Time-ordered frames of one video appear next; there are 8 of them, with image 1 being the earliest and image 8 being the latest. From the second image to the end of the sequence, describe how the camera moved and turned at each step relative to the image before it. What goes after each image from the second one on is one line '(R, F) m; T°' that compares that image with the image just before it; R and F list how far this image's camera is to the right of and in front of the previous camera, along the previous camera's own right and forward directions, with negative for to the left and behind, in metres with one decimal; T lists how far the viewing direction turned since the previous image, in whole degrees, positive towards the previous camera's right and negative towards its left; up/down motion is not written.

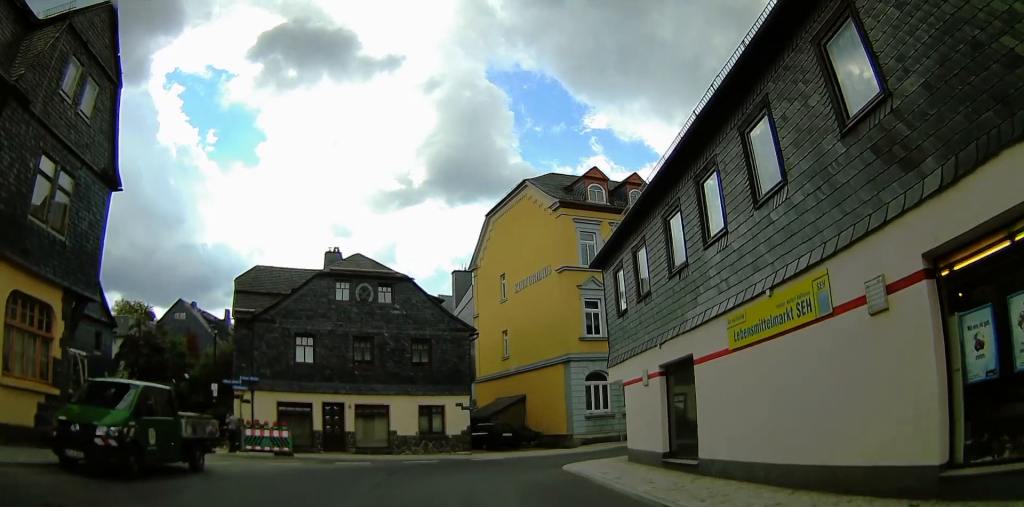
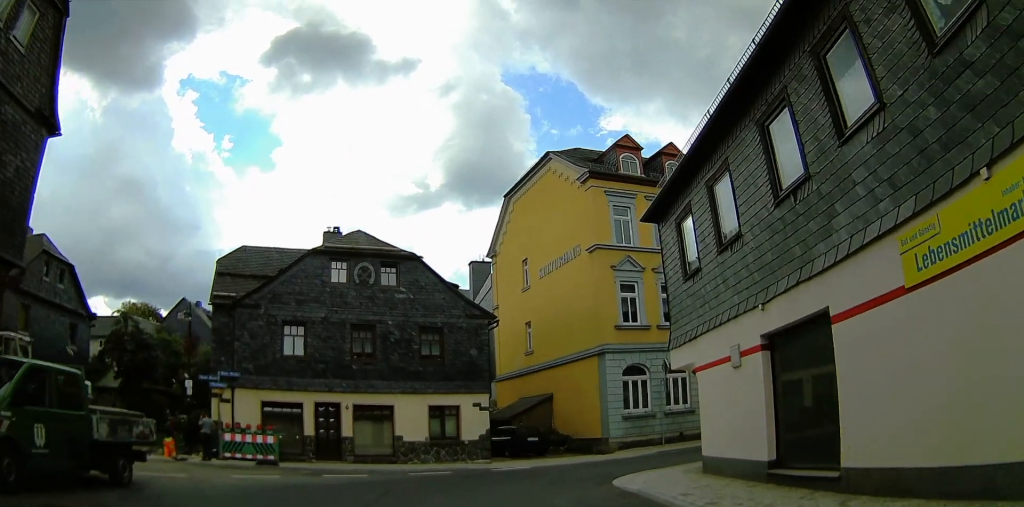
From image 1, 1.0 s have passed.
(+0.1, +4.0) m; +3°
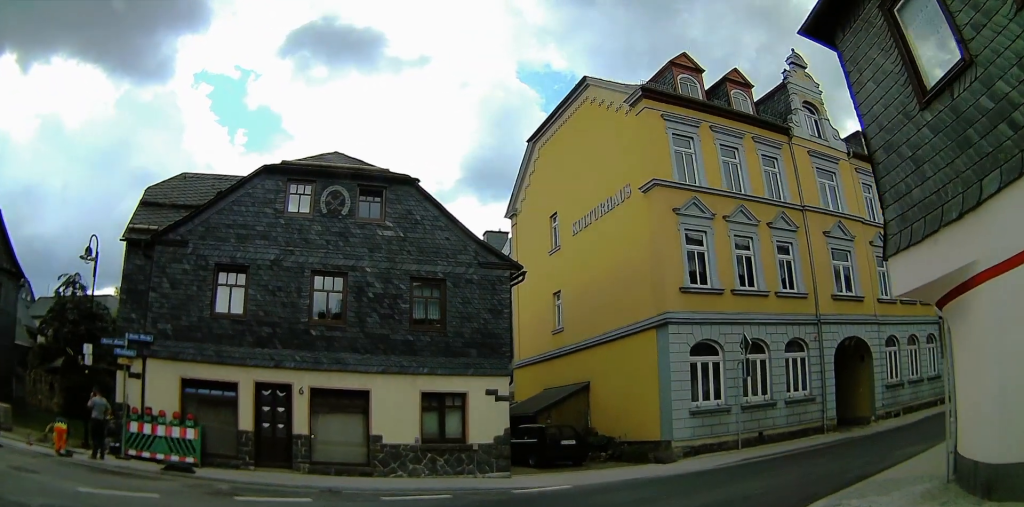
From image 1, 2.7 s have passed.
(+0.3, +5.8) m; +8°
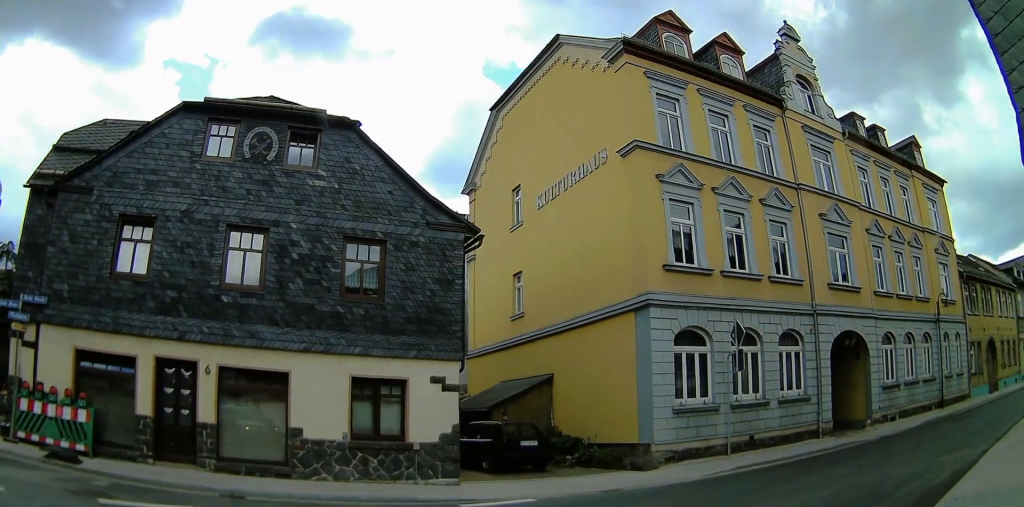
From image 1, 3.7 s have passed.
(+0.2, +2.5) m; +11°
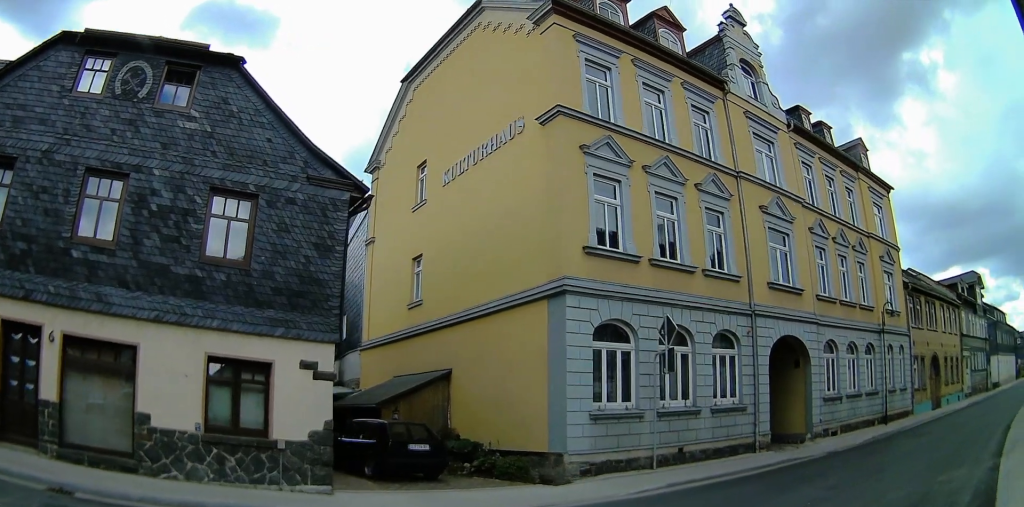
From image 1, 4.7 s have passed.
(+0.3, +3.1) m; +13°
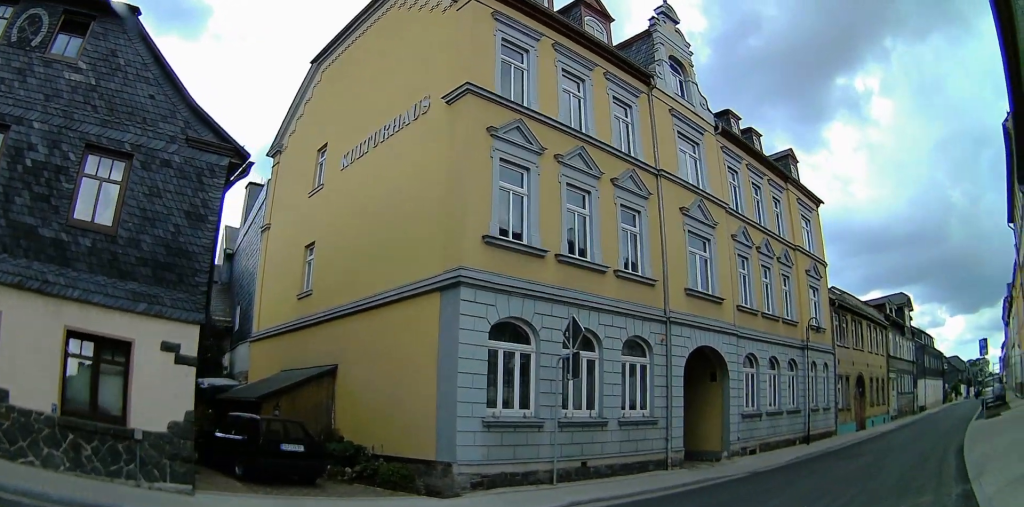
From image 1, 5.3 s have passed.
(+0.2, +2.2) m; +3°
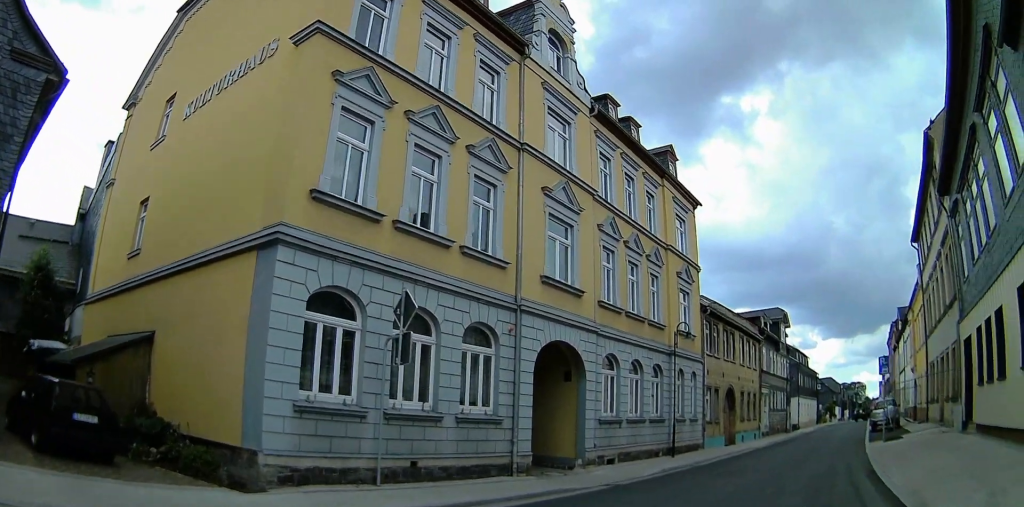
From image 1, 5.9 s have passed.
(+0.1, +2.5) m; +4°
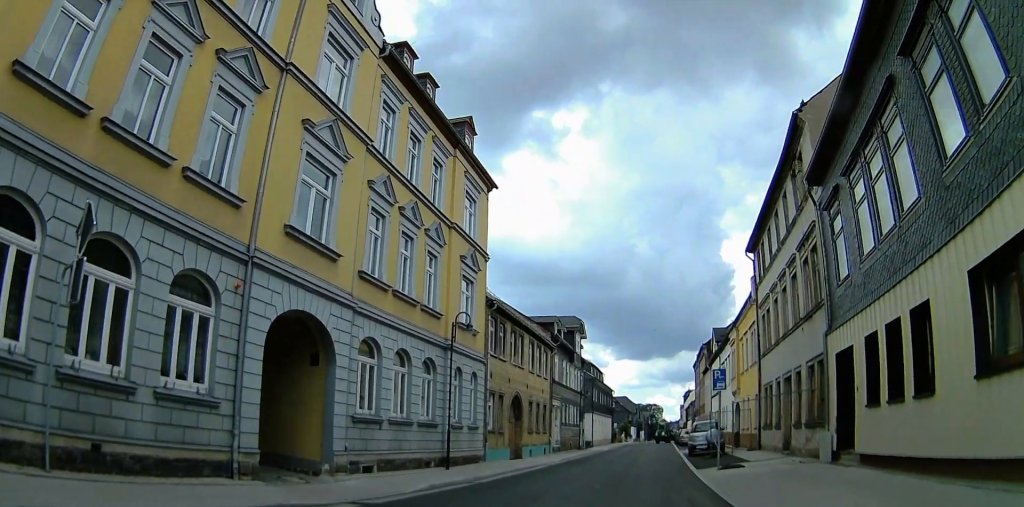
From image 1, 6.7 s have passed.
(-0.1, +4.0) m; +14°
